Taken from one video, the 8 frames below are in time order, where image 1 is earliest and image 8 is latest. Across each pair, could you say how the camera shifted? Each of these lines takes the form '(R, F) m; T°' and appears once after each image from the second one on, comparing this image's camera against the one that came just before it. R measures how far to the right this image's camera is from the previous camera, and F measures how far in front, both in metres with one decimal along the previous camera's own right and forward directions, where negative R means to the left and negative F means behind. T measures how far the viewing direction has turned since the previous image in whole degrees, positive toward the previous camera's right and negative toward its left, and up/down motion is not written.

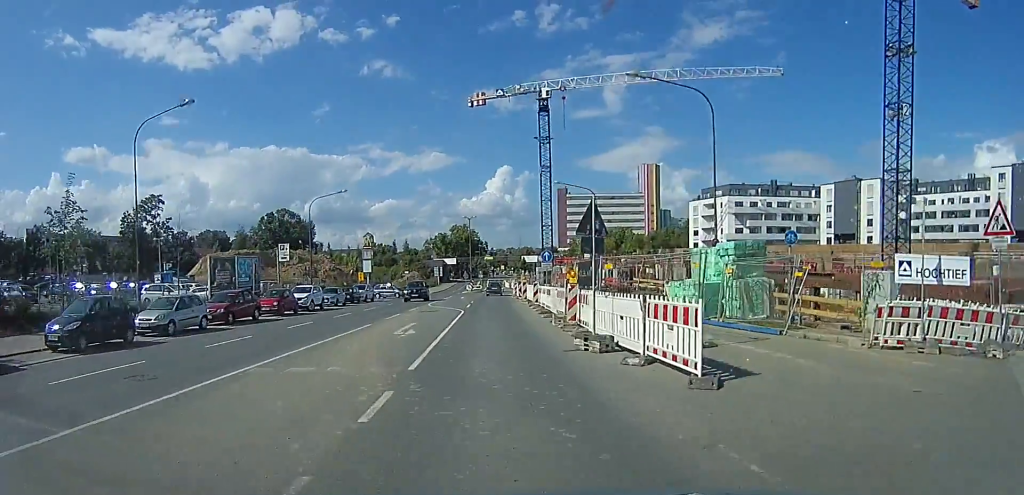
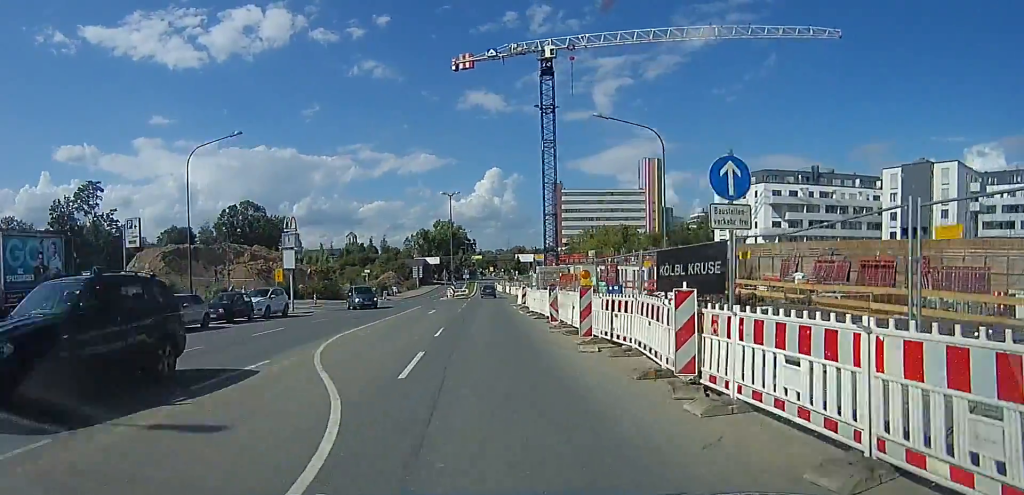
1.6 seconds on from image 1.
(+0.4, +21.0) m; 0°
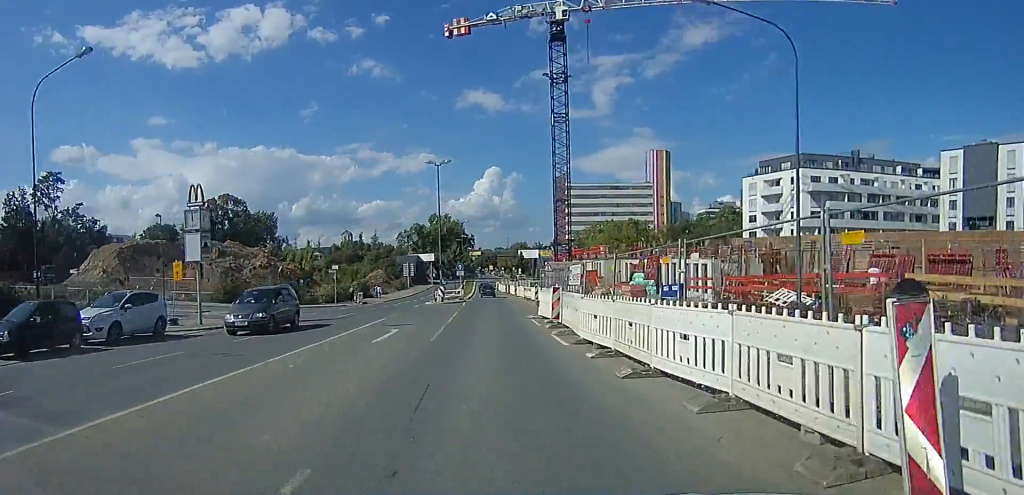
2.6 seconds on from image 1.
(+0.1, +13.1) m; 0°
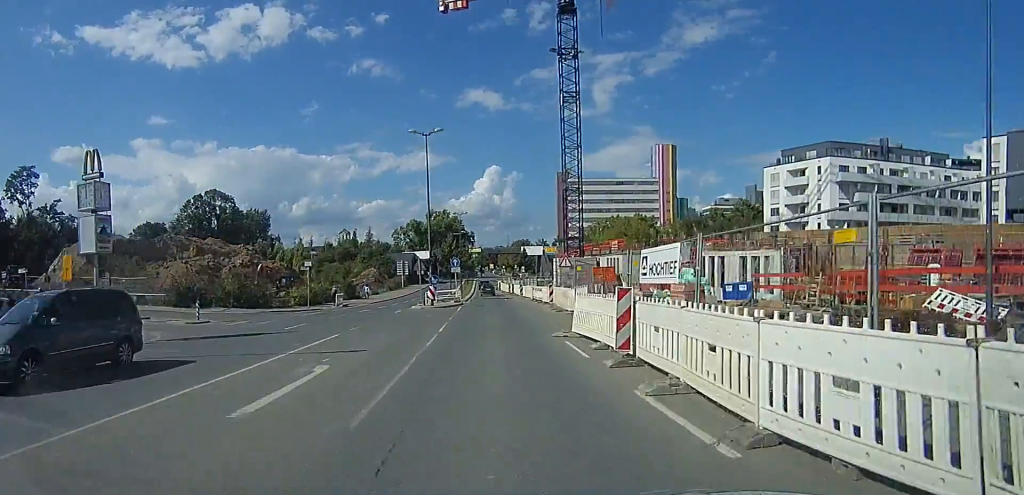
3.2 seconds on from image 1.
(+0.2, +7.9) m; 0°
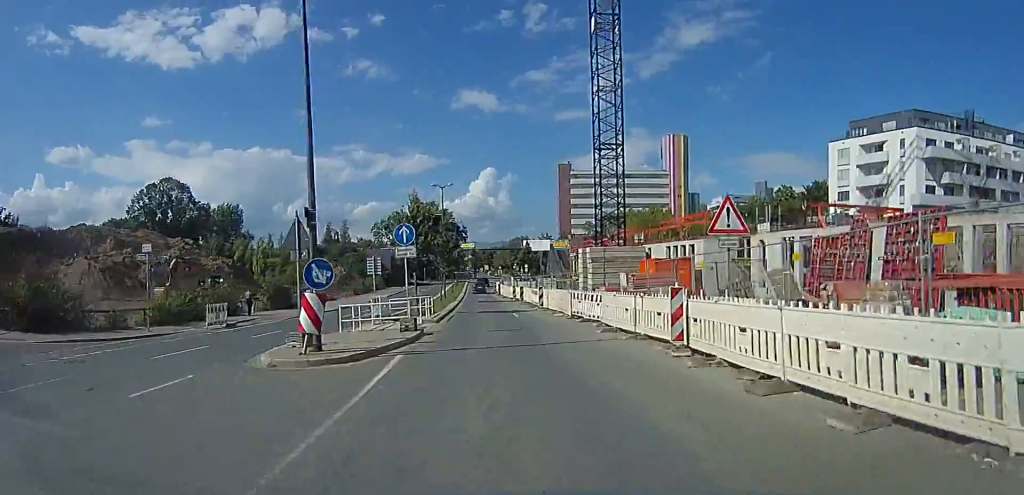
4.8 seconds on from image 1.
(-0.7, +20.1) m; -1°
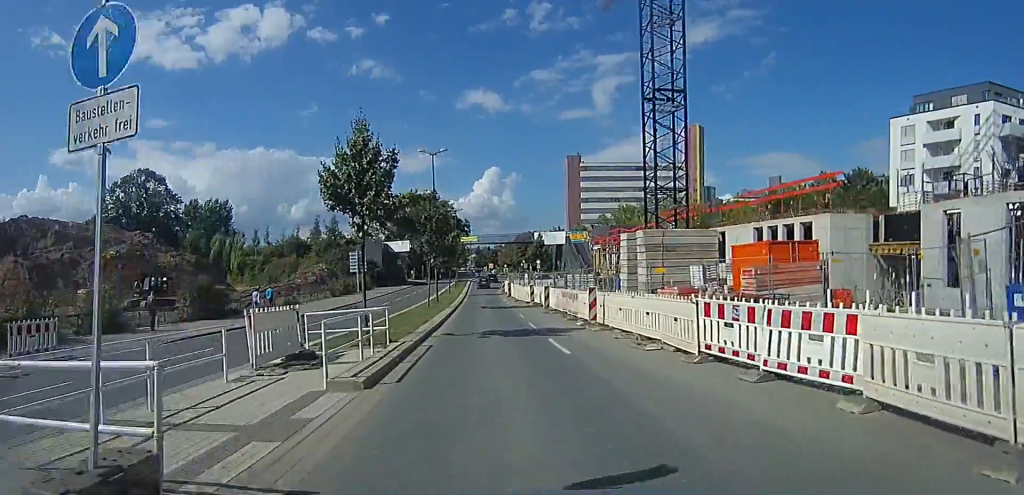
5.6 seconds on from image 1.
(+0.2, +11.9) m; +2°
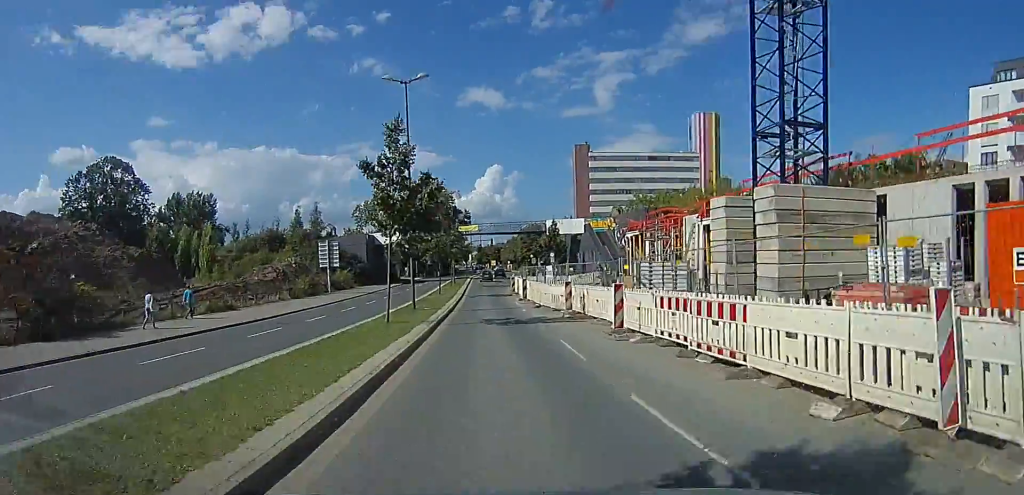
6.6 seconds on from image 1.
(+0.2, +12.4) m; 0°
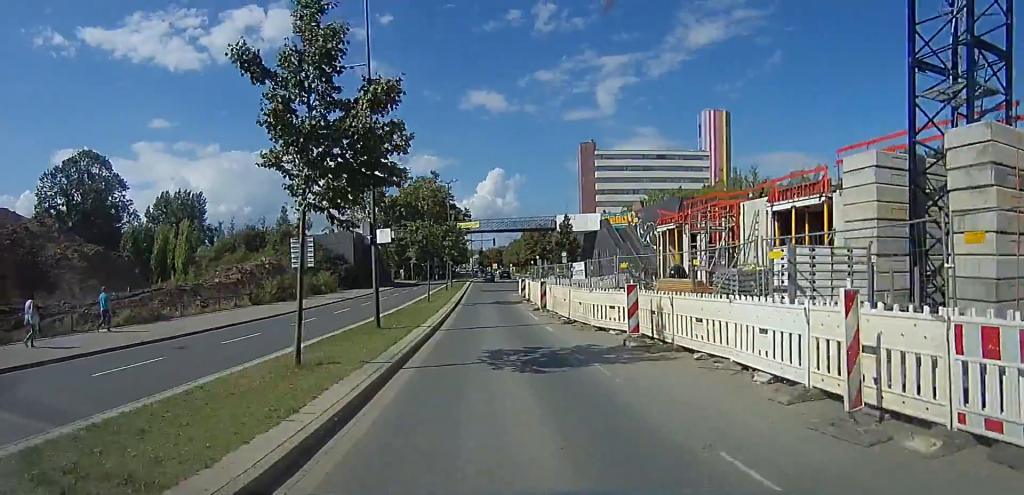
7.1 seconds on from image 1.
(+0.3, +7.6) m; -1°
